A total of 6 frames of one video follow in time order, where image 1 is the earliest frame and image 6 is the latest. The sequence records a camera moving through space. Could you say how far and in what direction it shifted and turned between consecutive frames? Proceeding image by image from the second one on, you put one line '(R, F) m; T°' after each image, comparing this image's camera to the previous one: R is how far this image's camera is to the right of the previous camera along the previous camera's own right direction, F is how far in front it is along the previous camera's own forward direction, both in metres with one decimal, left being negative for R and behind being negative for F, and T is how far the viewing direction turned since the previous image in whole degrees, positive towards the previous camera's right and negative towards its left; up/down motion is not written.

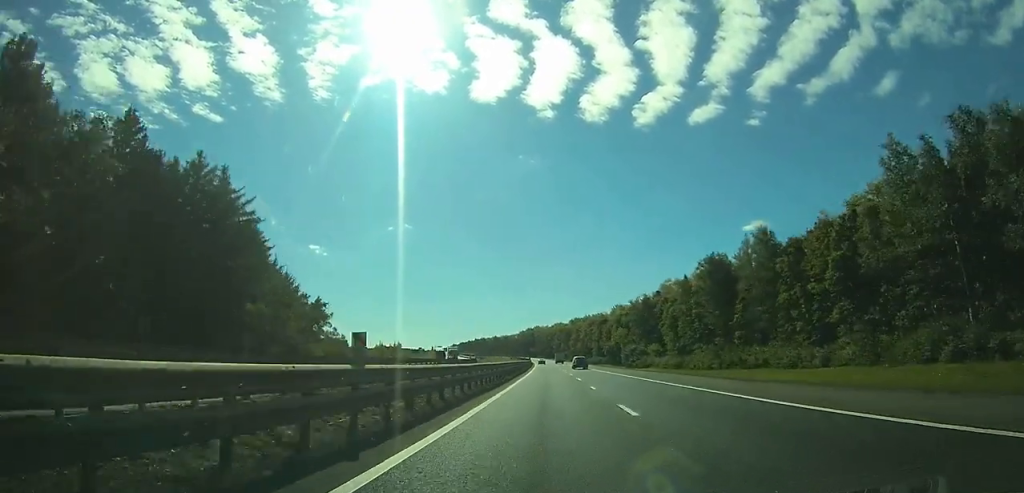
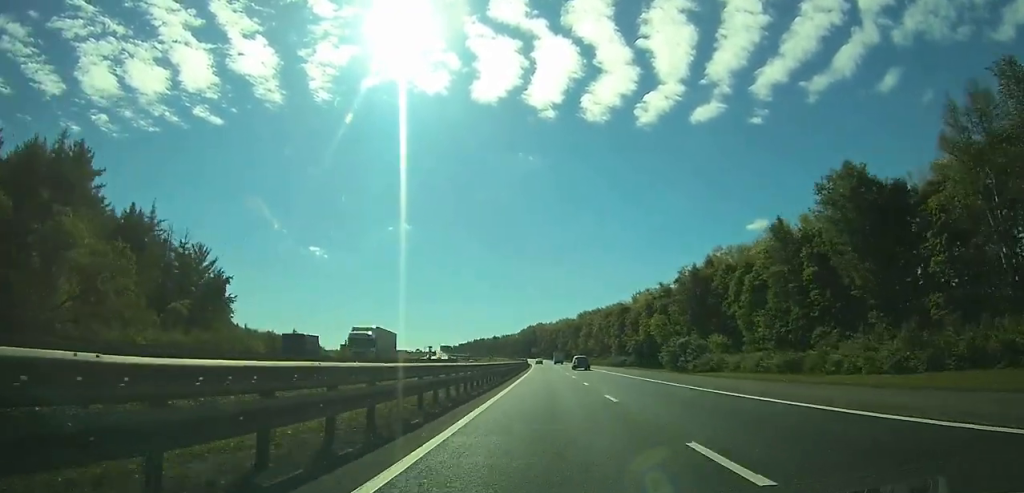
(-0.3, +55.5) m; -1°
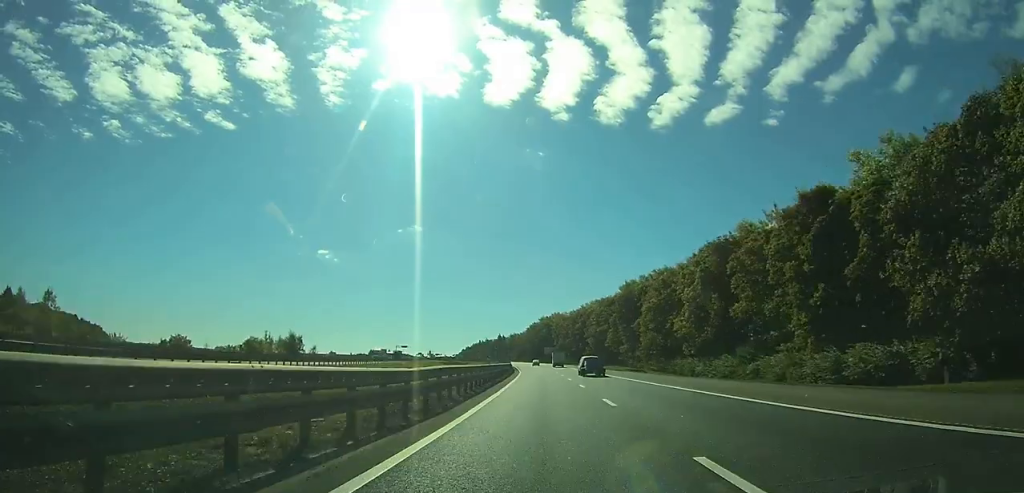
(-1.6, +120.4) m; -2°
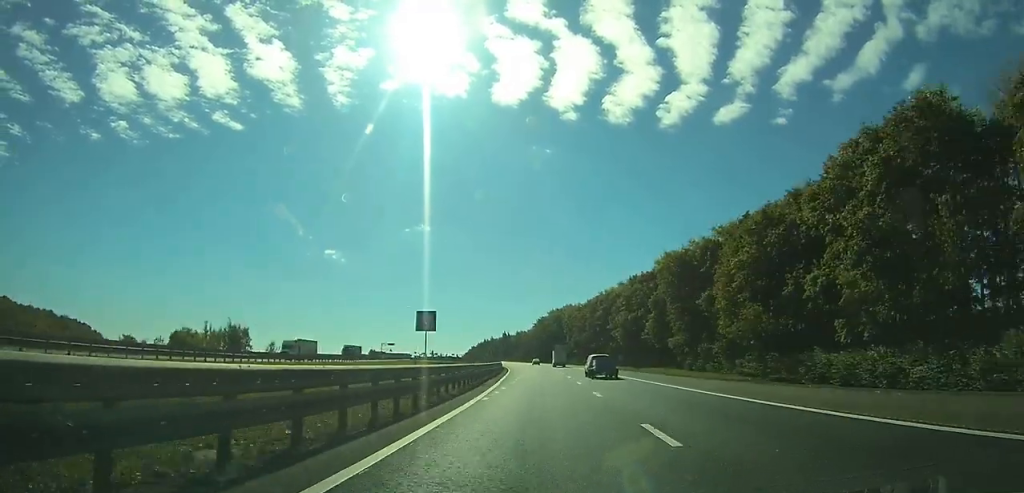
(-0.3, +43.7) m; -1°
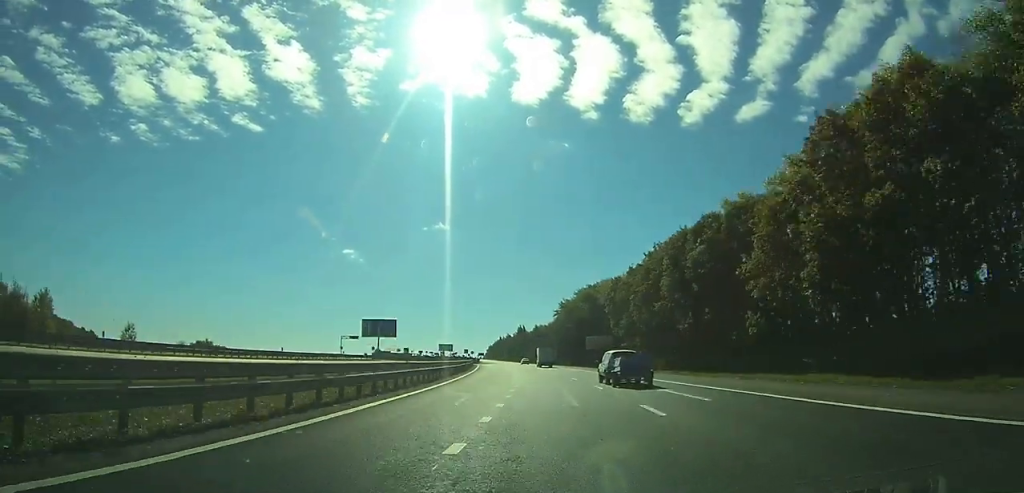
(-0.9, +79.1) m; -2°
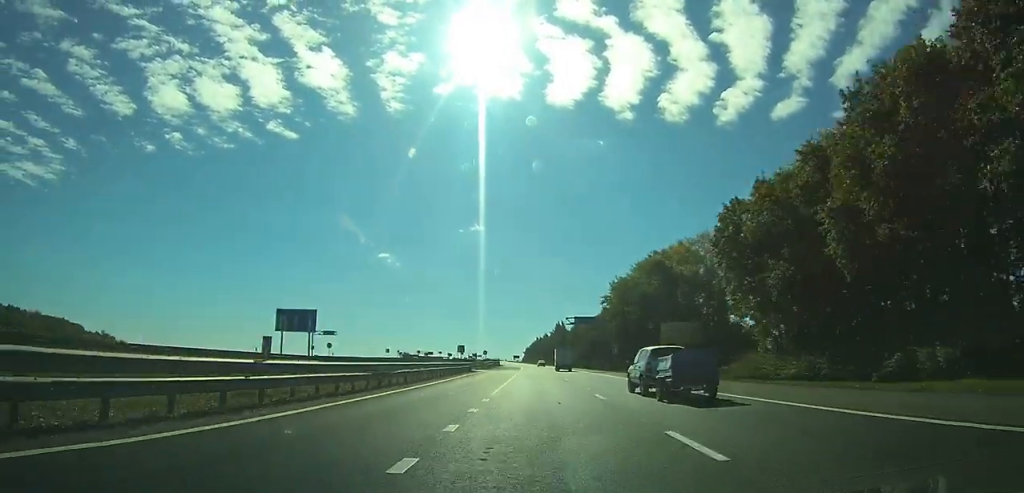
(-1.1, +53.7) m; -3°
